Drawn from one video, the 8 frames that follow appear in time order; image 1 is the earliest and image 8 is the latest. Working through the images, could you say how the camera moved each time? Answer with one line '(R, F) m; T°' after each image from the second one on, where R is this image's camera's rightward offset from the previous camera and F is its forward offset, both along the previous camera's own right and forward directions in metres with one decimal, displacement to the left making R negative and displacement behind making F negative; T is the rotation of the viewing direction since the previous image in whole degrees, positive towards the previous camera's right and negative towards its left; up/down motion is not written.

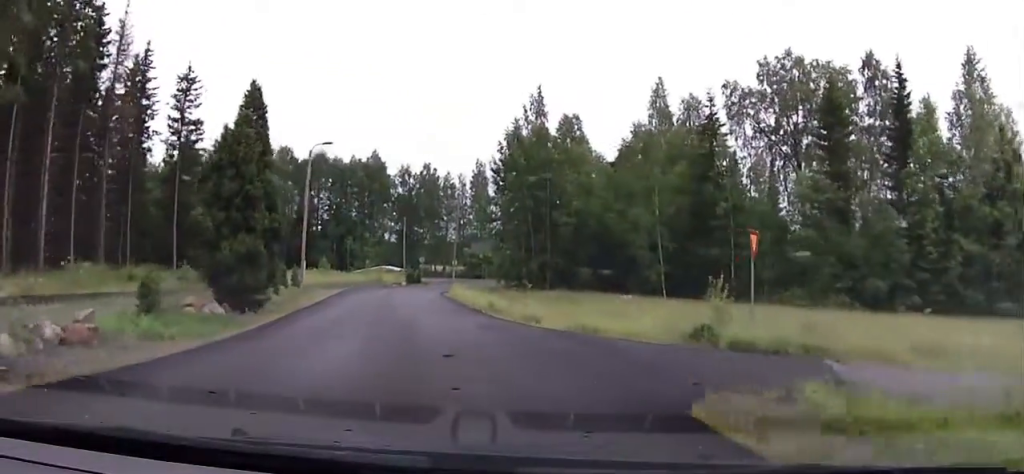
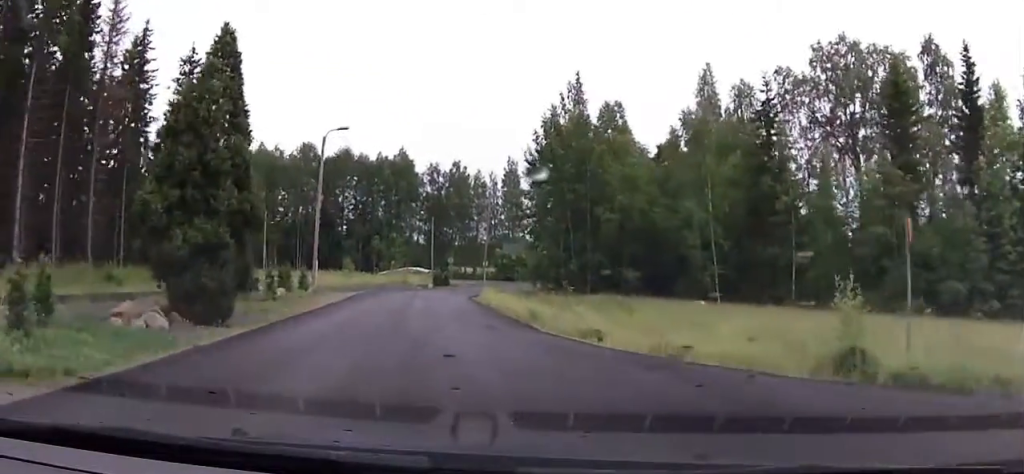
(-0.1, +4.5) m; -2°
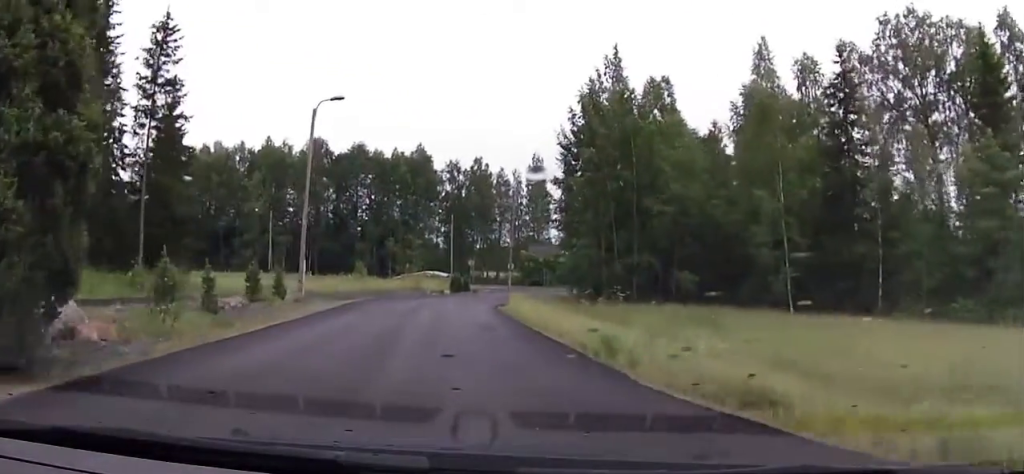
(-0.2, +7.3) m; -3°
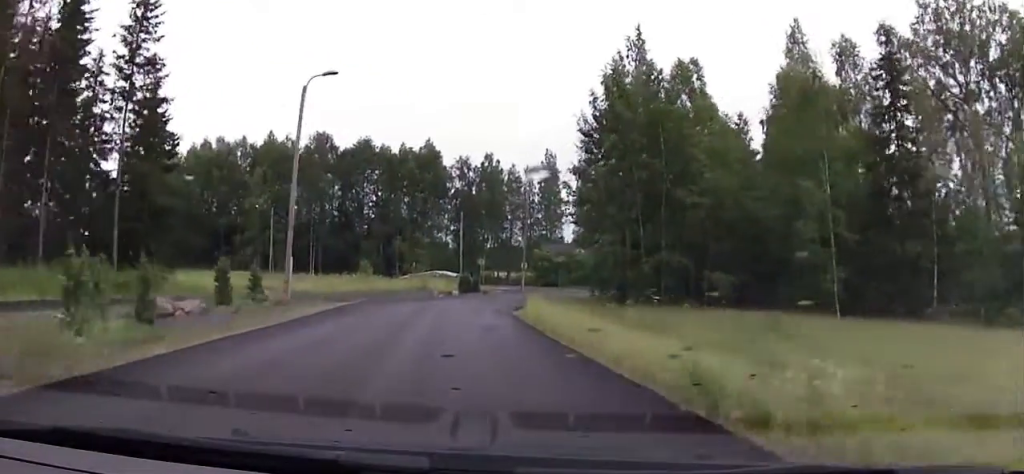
(+0.1, +4.0) m; -2°
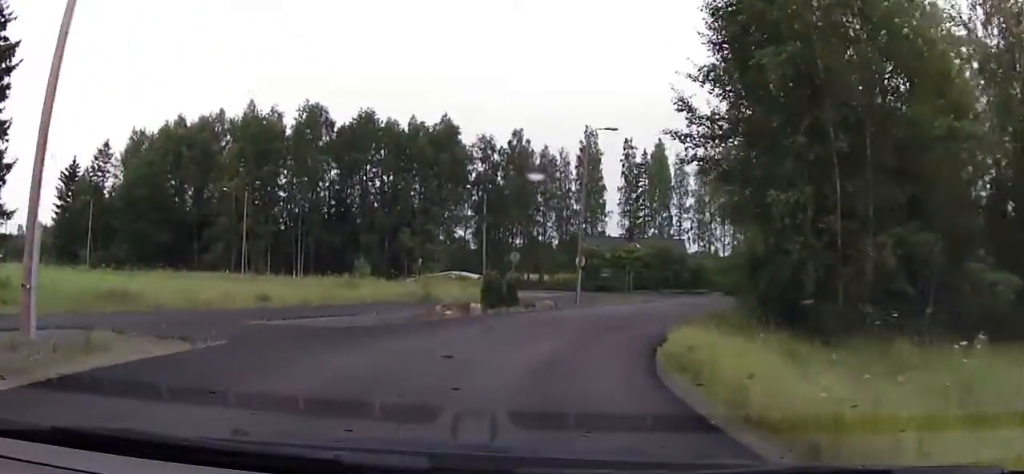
(+1.6, +19.4) m; -5°
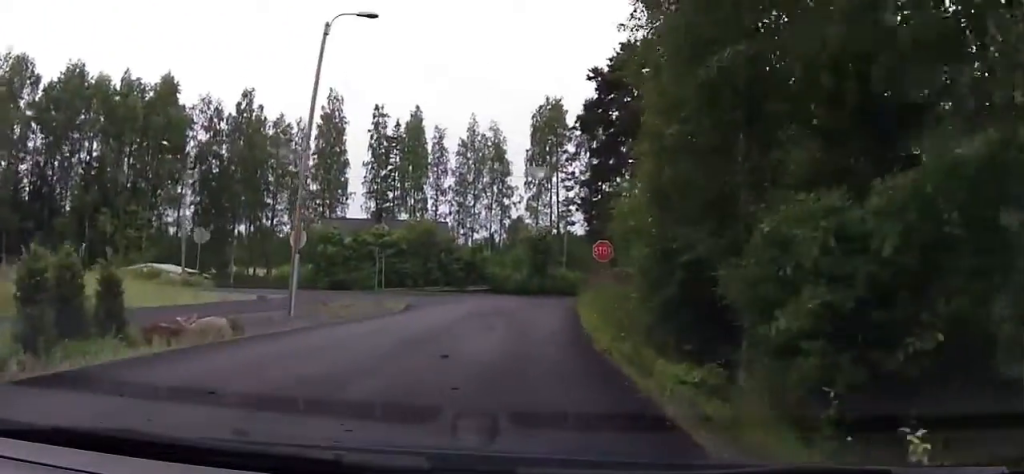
(-1.2, +17.8) m; +11°
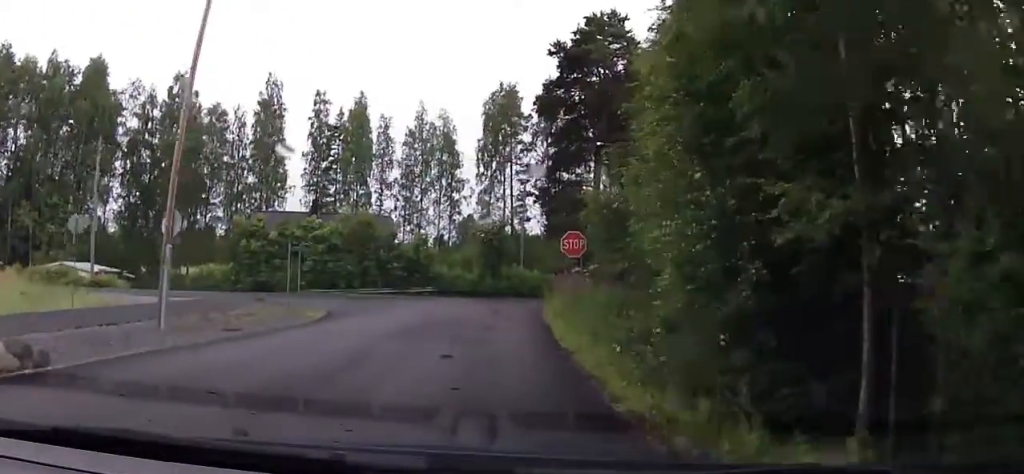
(+0.4, +6.1) m; +8°
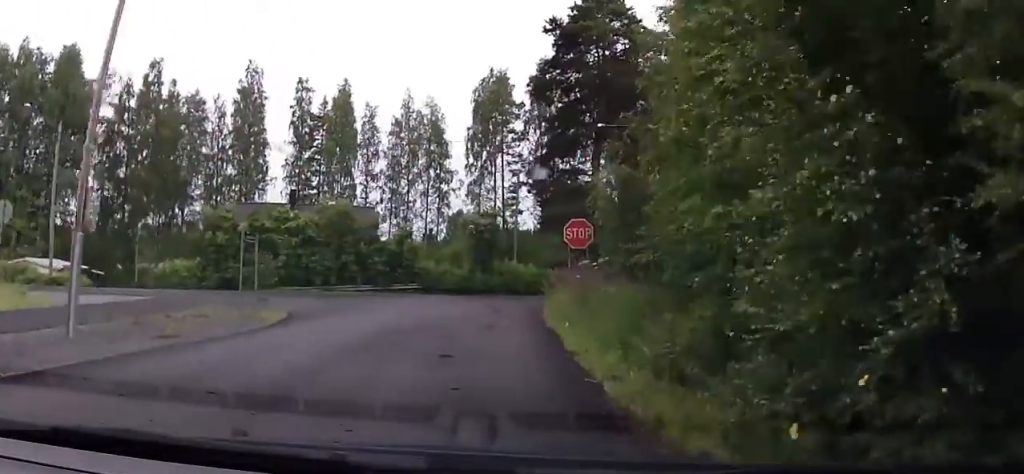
(+0.3, +3.5) m; +4°
